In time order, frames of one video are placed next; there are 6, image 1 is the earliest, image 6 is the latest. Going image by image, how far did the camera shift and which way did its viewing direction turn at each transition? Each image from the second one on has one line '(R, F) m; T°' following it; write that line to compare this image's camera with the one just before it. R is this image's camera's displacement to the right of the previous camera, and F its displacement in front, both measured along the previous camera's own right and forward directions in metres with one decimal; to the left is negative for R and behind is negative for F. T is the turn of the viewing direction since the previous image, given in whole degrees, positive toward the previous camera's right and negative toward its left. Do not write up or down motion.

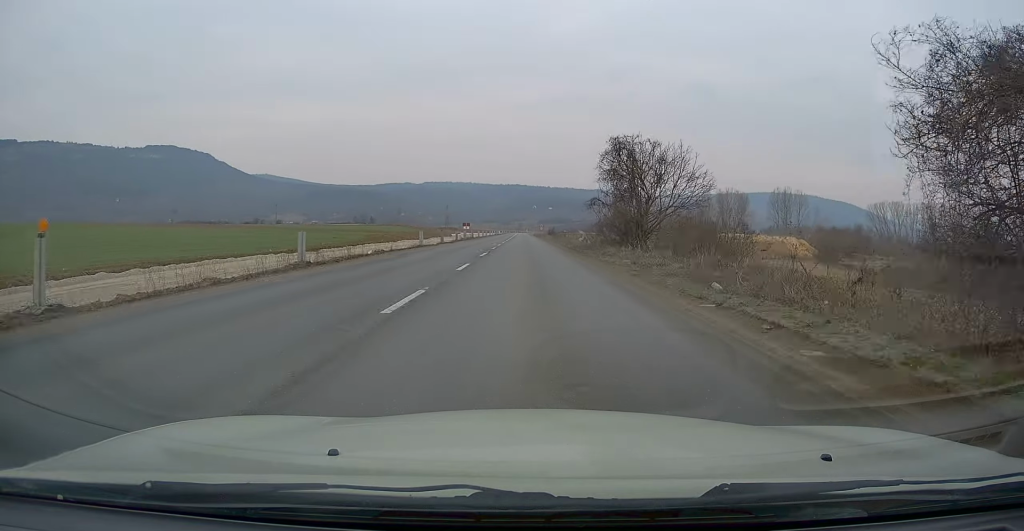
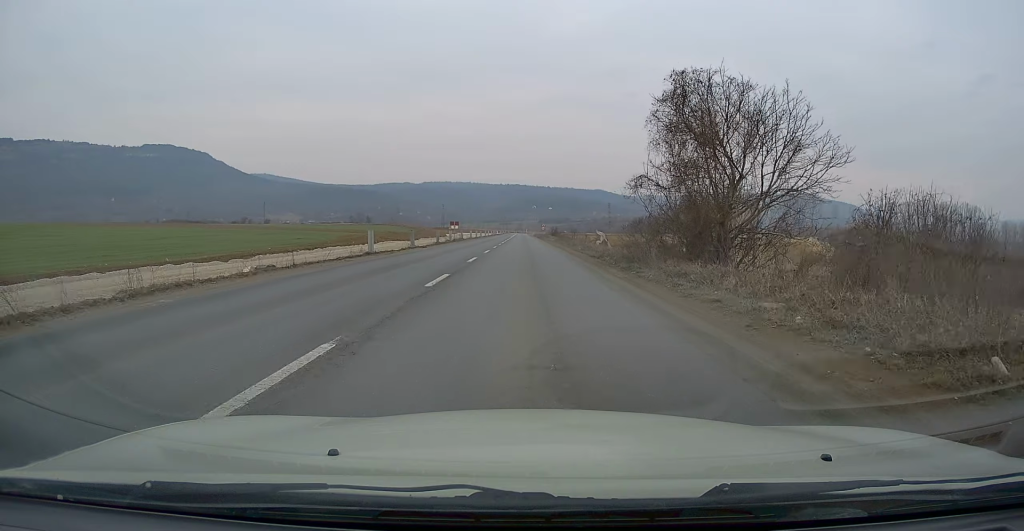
(0.0, +14.3) m; 0°
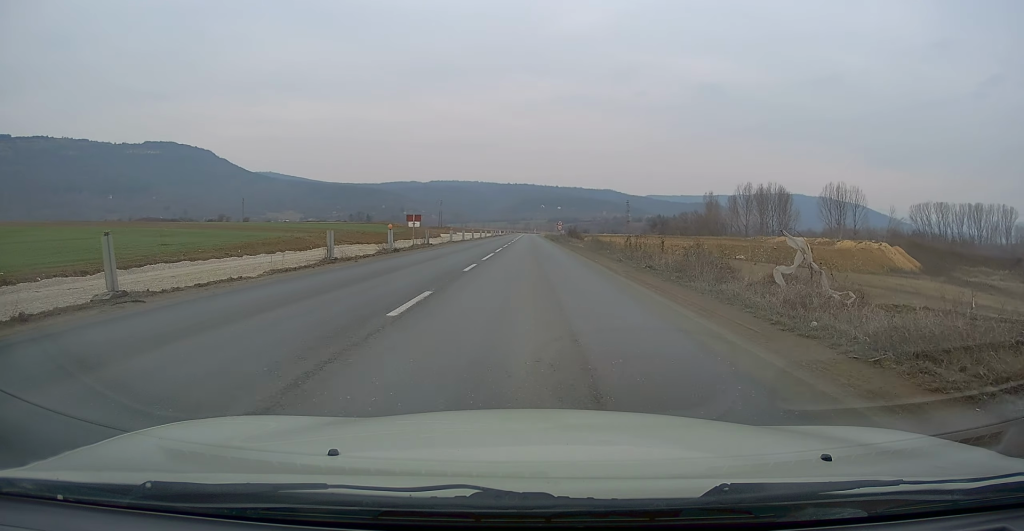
(0.0, +31.1) m; 0°
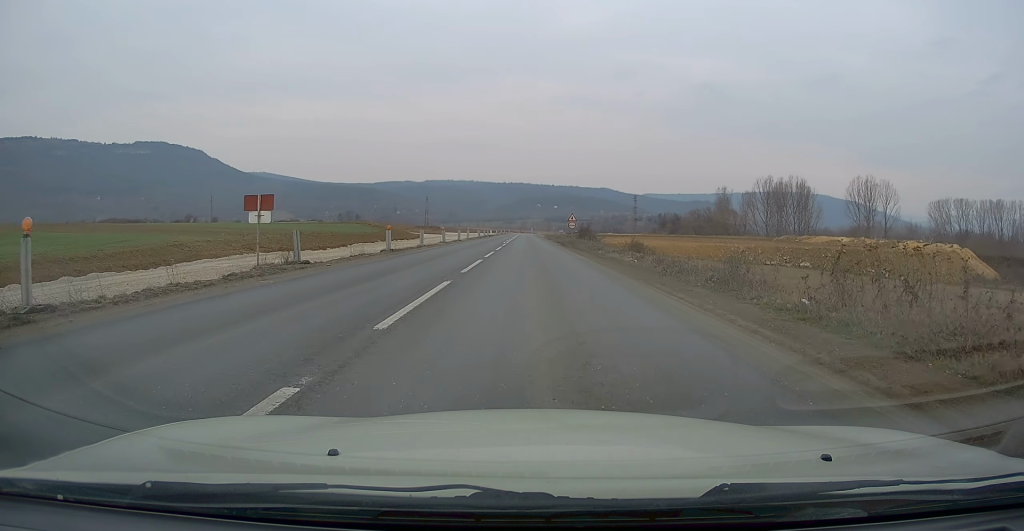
(-0.2, +25.2) m; -1°
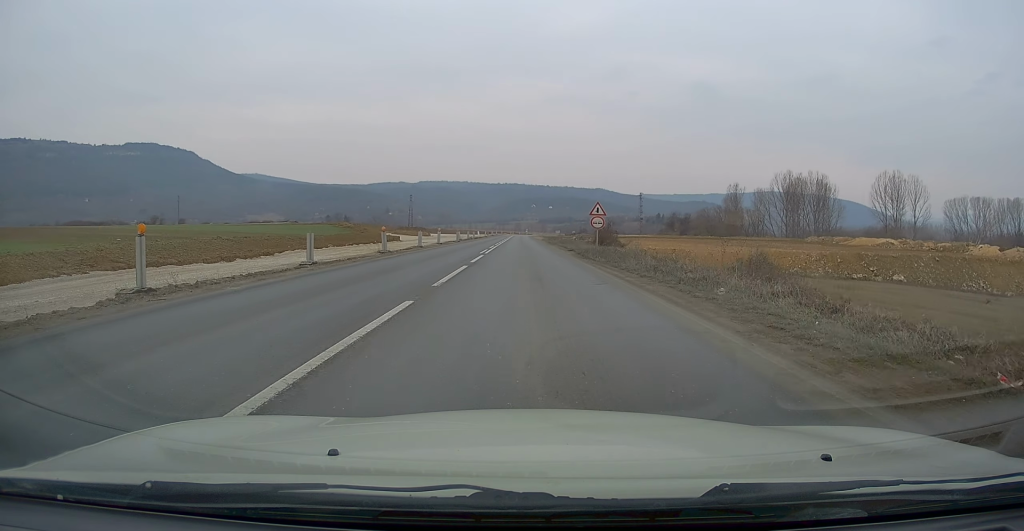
(0.0, +21.3) m; 0°
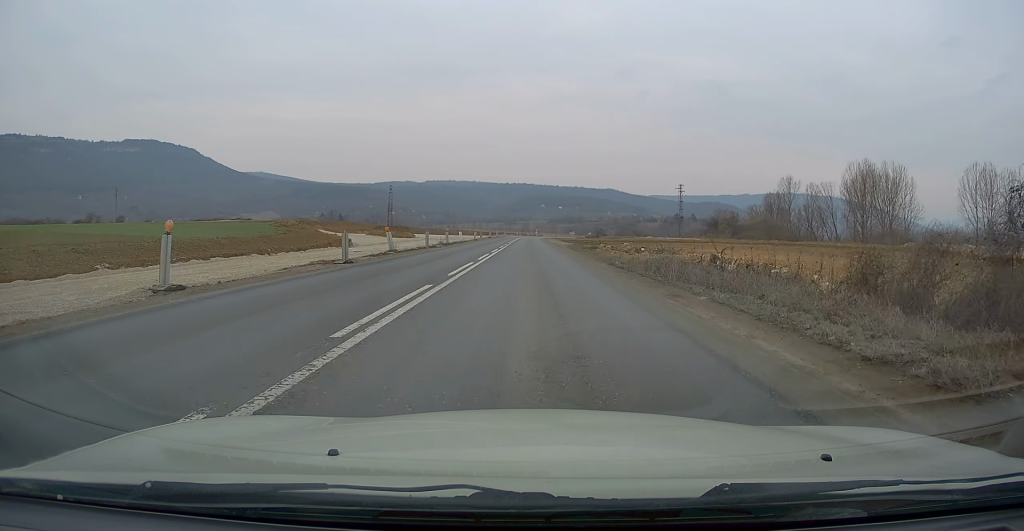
(+0.3, +42.6) m; 0°
